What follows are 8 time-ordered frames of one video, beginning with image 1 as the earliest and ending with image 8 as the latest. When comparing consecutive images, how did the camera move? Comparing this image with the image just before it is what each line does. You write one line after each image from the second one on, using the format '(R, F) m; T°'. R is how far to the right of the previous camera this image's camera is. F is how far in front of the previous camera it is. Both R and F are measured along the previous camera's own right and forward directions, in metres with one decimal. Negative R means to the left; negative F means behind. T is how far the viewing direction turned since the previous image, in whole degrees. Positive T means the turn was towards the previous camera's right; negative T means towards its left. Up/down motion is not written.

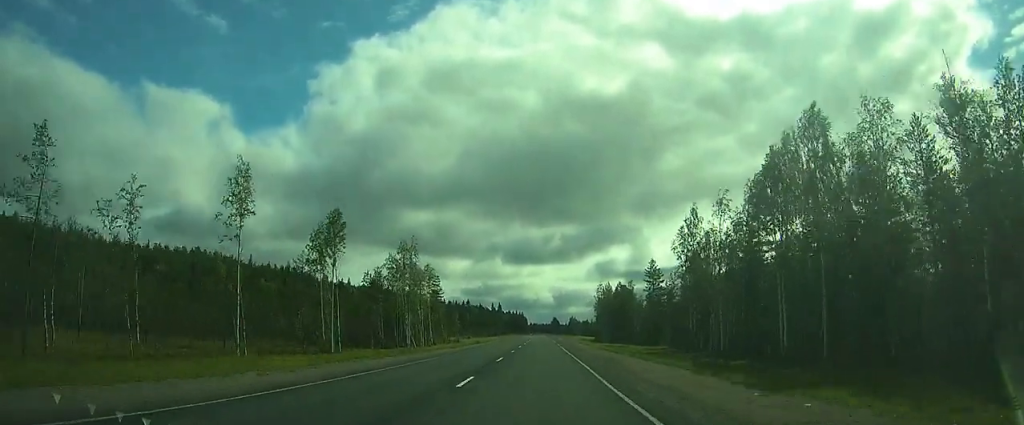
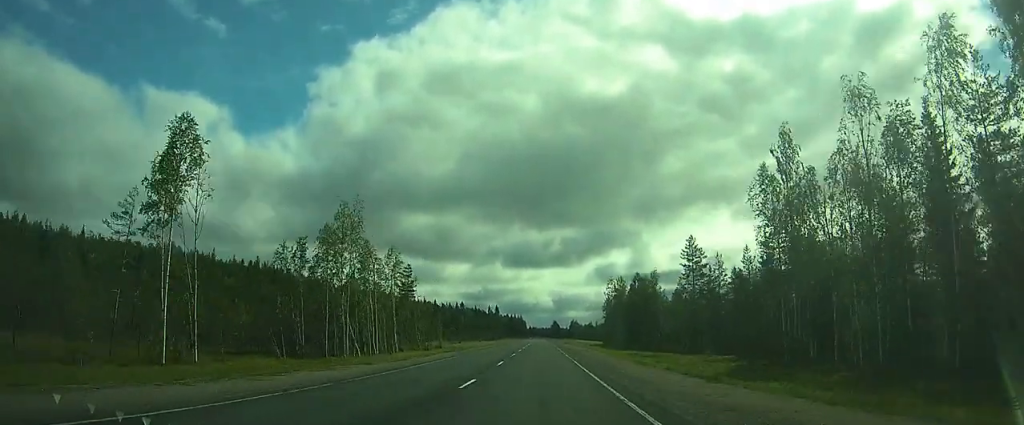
(+0.1, +21.4) m; +1°
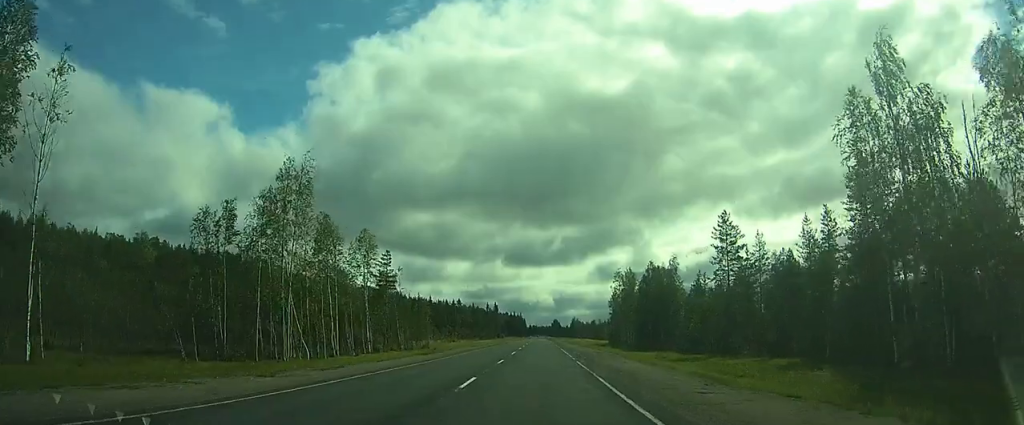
(0.0, +11.0) m; 0°
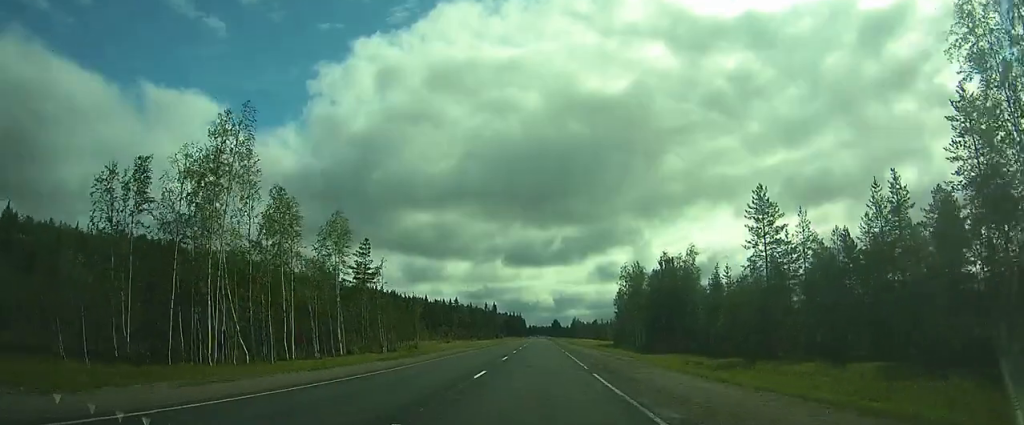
(0.0, +8.2) m; 0°
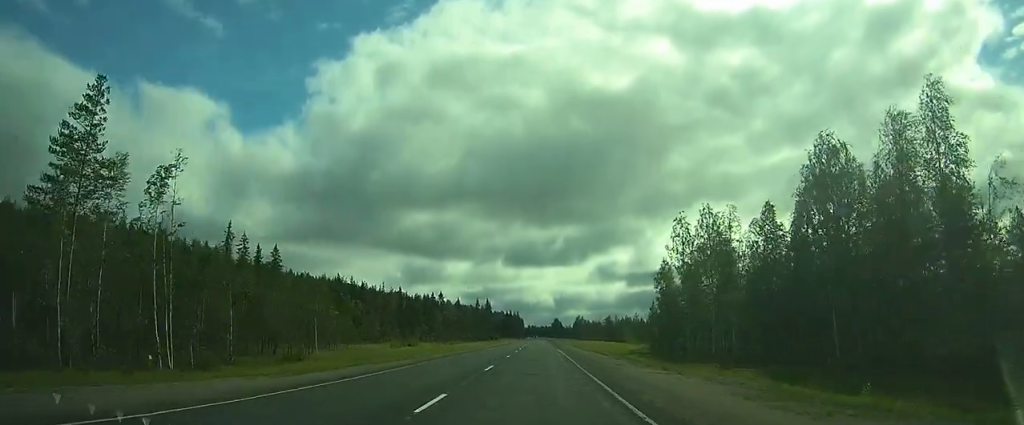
(-0.6, +38.9) m; -1°
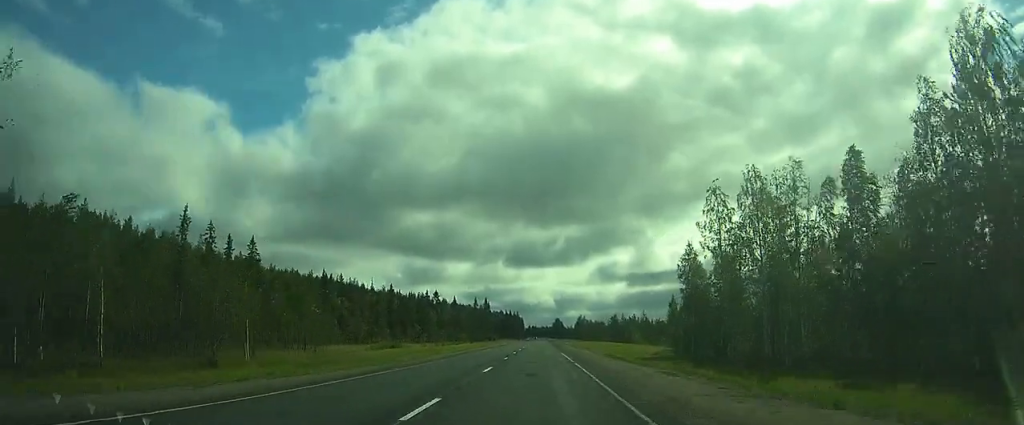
(+0.2, +11.6) m; 0°
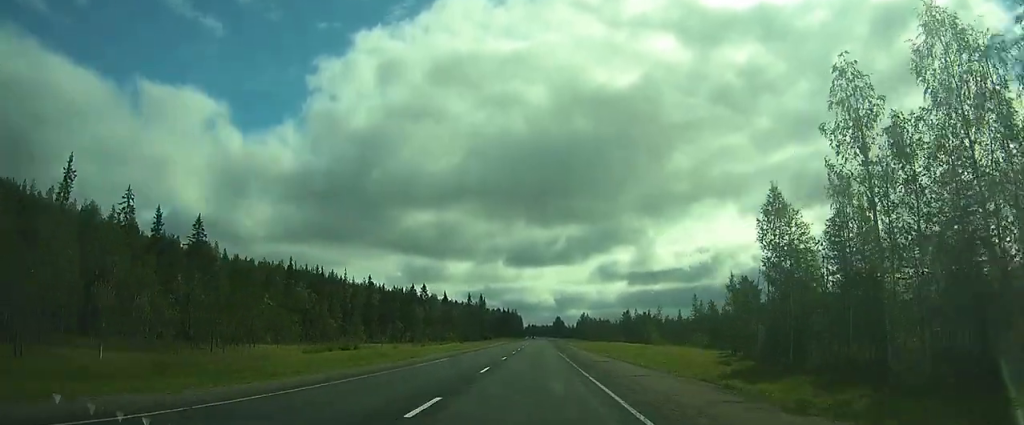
(-0.3, +21.4) m; -1°
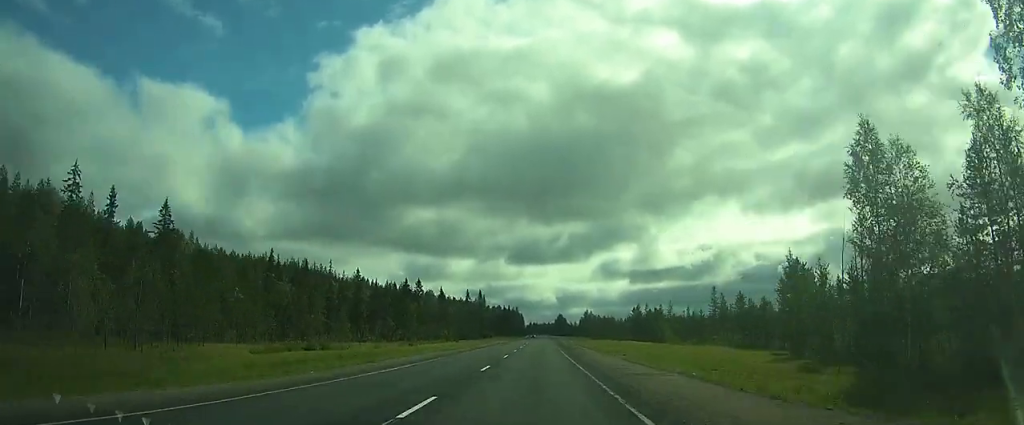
(0.0, +11.2) m; 0°
